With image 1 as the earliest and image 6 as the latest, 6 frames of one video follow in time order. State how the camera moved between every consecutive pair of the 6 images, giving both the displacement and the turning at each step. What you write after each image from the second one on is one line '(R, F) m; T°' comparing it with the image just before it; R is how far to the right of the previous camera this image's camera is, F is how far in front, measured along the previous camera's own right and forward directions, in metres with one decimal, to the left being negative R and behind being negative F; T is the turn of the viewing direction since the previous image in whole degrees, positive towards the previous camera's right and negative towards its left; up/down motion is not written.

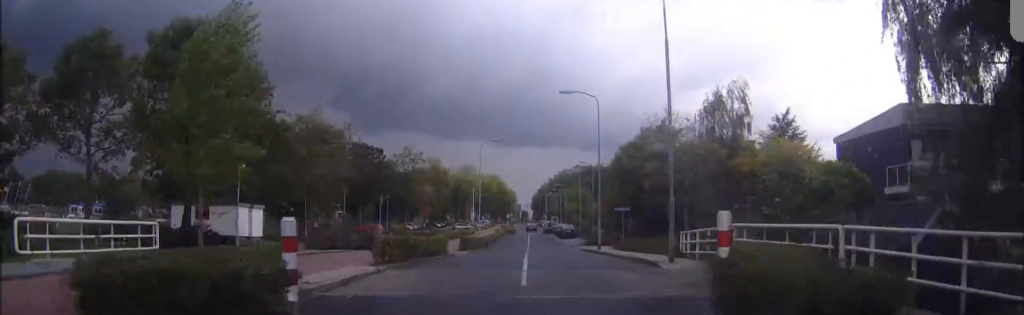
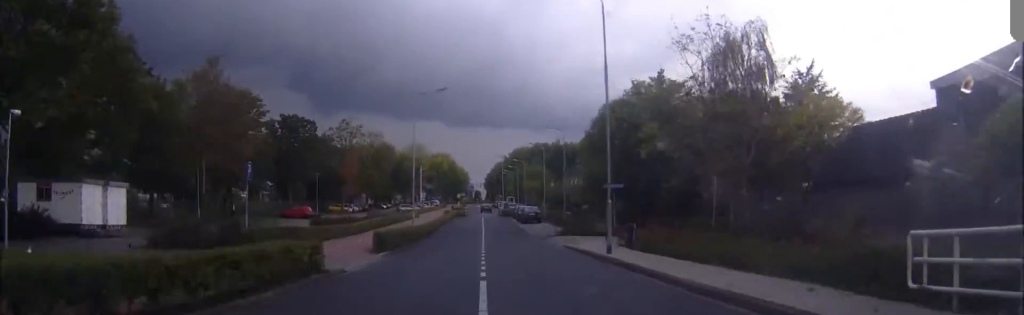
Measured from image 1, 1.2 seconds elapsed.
(+0.7, +15.4) m; +4°
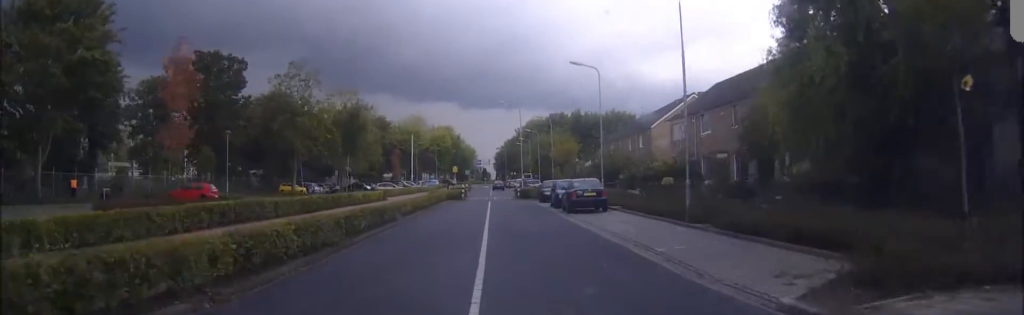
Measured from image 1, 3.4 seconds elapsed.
(+0.4, +31.6) m; 0°
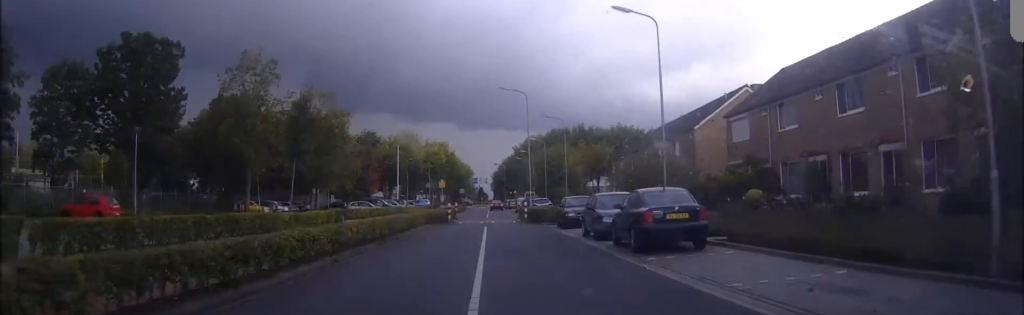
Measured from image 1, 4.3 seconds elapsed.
(0.0, +13.5) m; 0°
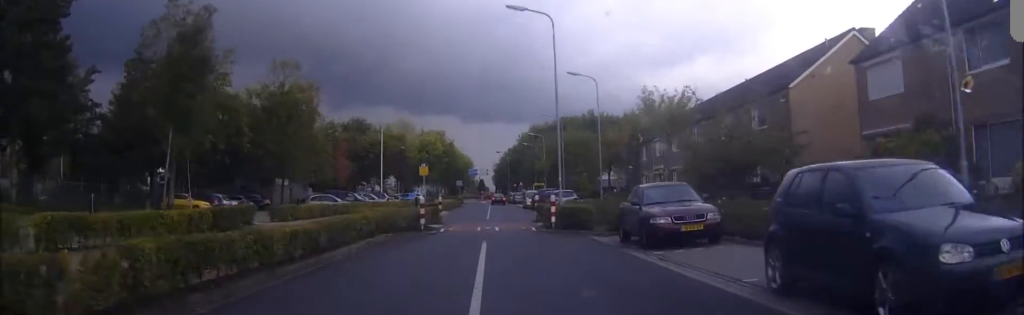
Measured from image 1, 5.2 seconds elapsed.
(-0.1, +15.6) m; 0°
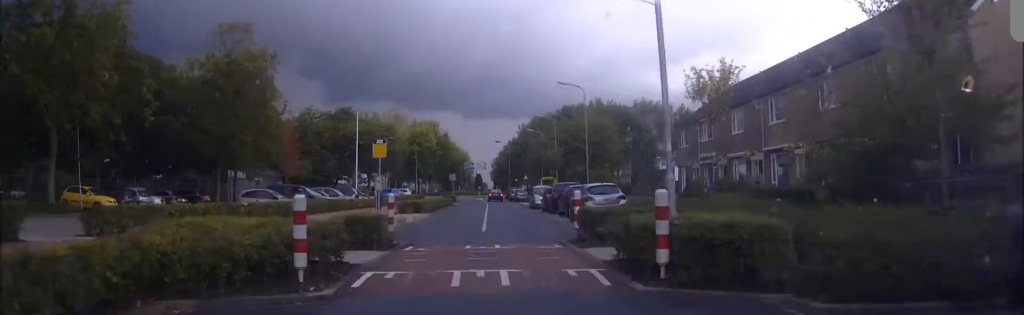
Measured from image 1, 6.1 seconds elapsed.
(+0.2, +15.0) m; 0°
